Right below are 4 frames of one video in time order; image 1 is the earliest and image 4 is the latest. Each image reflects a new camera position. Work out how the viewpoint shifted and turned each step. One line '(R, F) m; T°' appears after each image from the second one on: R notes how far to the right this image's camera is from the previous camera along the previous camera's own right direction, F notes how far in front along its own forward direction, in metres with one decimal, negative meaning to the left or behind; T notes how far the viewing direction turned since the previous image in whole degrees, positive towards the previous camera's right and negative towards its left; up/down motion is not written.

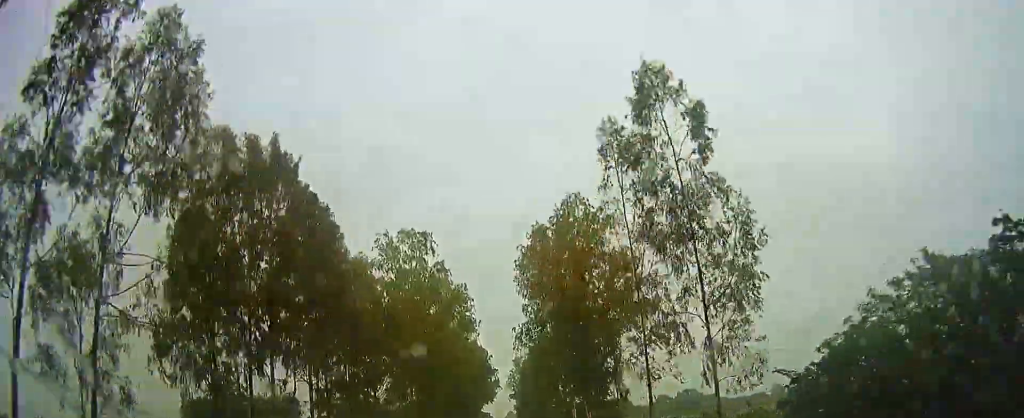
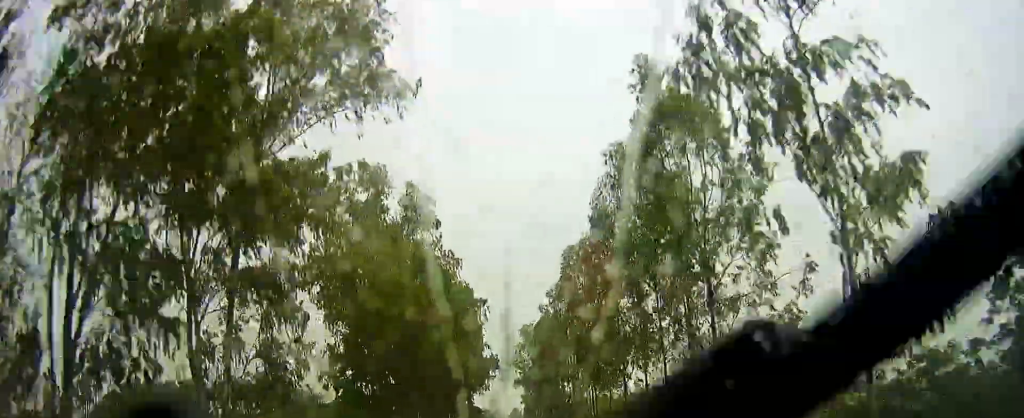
(+0.9, +64.8) m; 0°
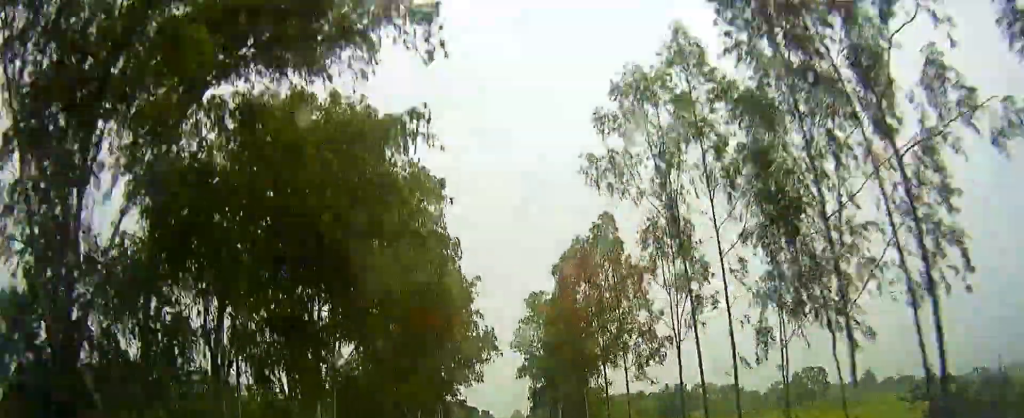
(-0.4, +35.3) m; -1°
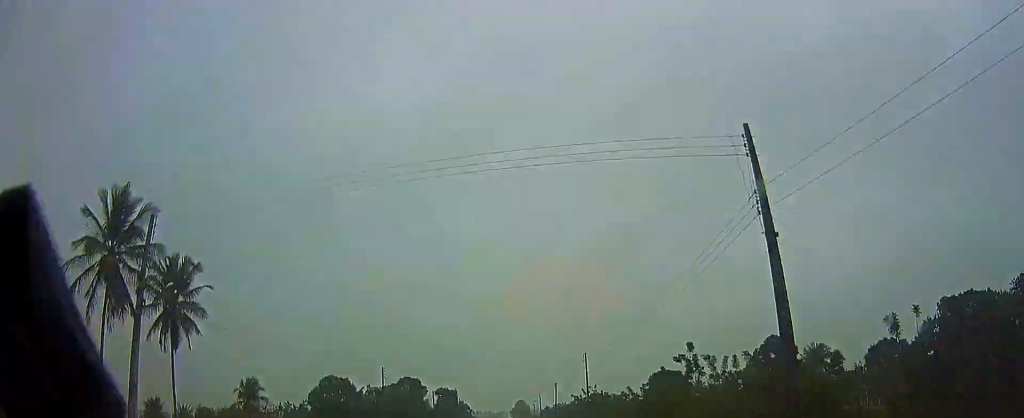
(+1.5, +158.9) m; 0°
